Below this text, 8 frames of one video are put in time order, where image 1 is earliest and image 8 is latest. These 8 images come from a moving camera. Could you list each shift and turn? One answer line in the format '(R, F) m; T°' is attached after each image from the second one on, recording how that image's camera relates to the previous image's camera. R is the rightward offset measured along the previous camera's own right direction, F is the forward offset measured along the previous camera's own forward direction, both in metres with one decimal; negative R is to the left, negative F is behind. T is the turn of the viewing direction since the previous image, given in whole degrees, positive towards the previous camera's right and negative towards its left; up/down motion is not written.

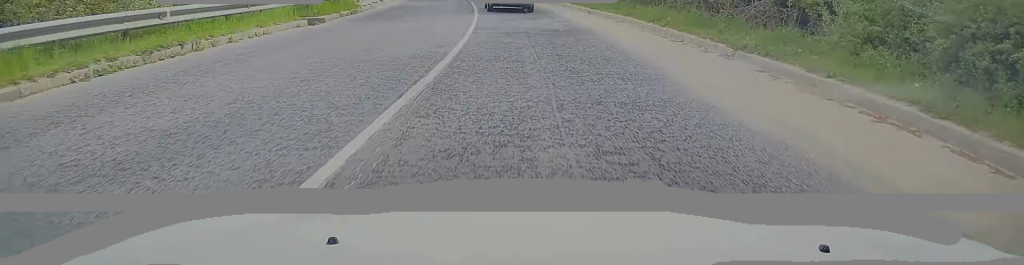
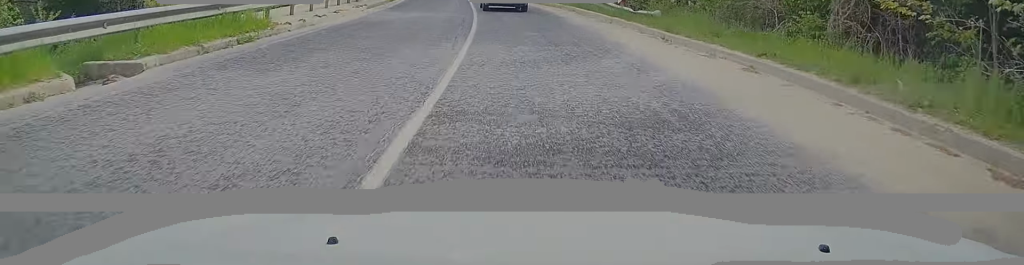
(-0.2, +10.0) m; -2°
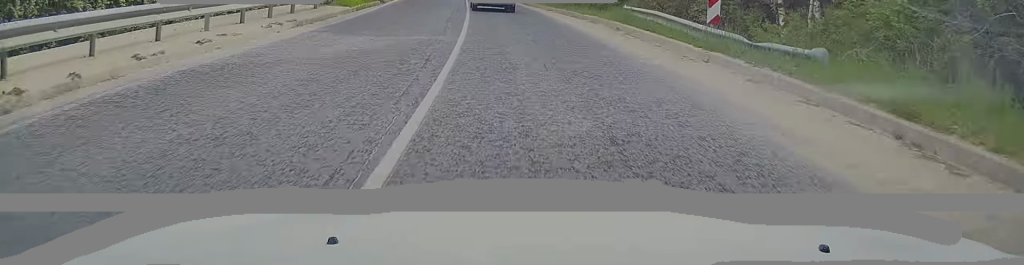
(-0.2, +9.2) m; -2°
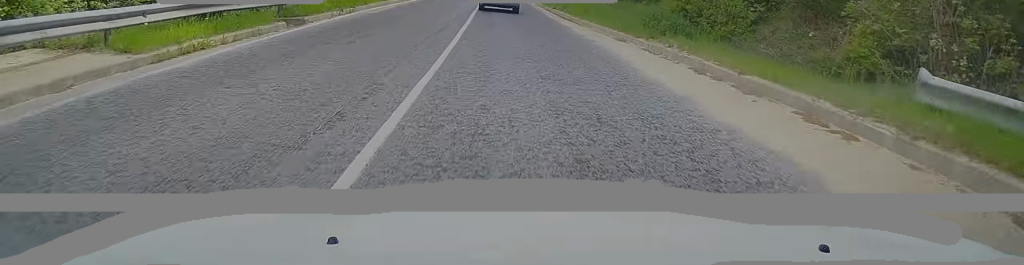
(-0.5, +14.9) m; -2°
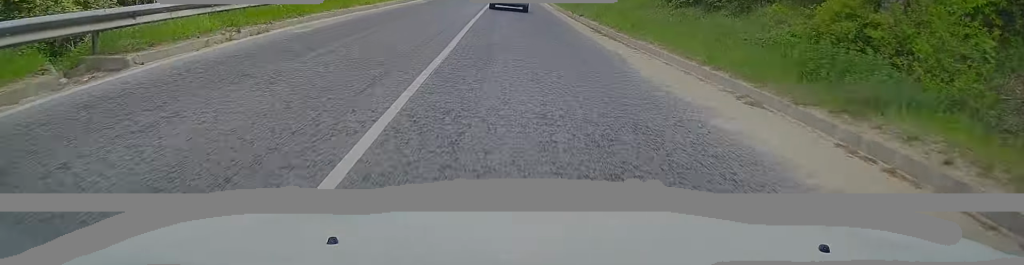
(-0.2, +8.5) m; 0°
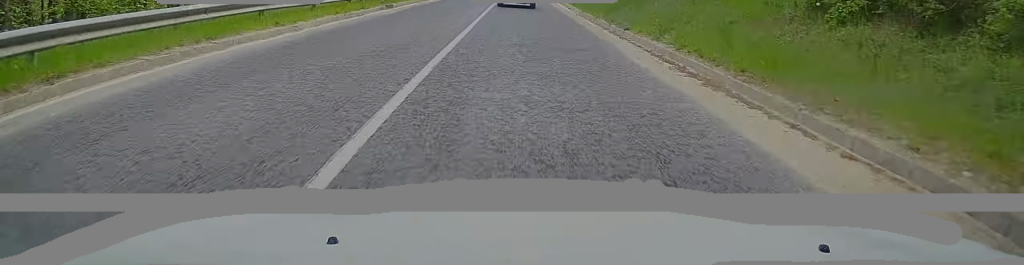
(+0.2, +9.5) m; 0°
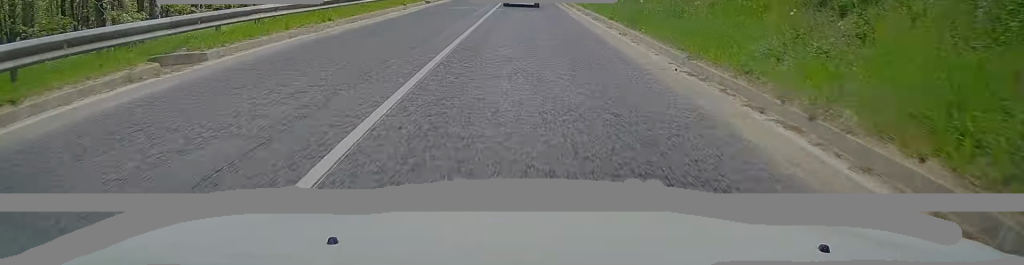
(-0.1, +16.2) m; -1°
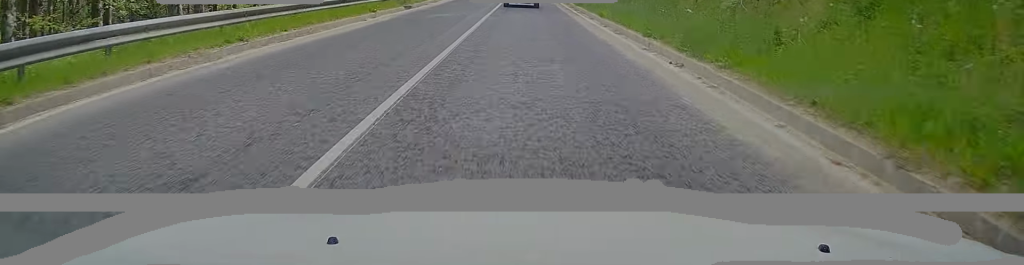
(0.0, +5.8) m; 0°
